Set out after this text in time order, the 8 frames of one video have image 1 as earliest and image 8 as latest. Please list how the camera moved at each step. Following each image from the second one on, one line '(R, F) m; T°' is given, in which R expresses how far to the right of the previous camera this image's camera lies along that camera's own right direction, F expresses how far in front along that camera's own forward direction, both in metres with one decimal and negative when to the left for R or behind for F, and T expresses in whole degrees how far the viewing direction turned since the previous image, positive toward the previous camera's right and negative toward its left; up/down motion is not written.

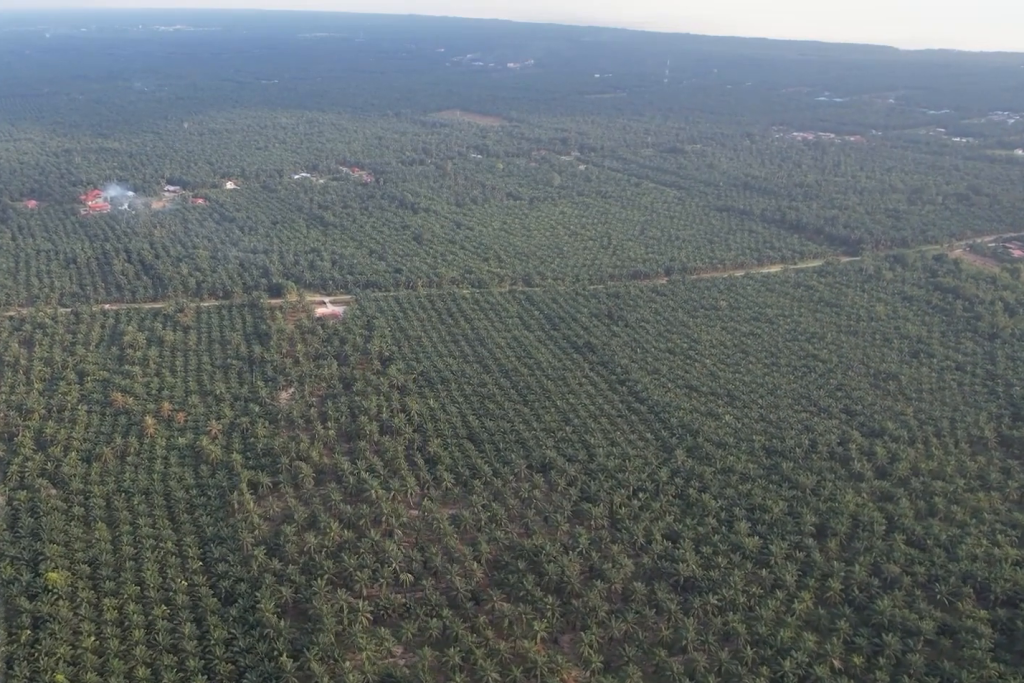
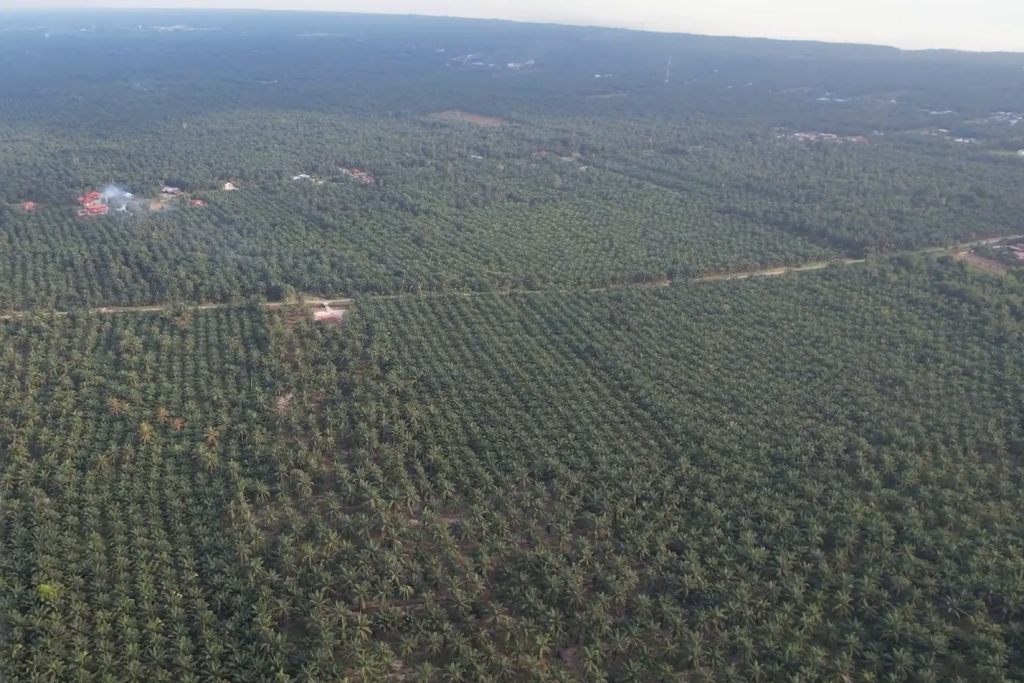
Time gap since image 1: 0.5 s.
(0.0, +7.7) m; 0°
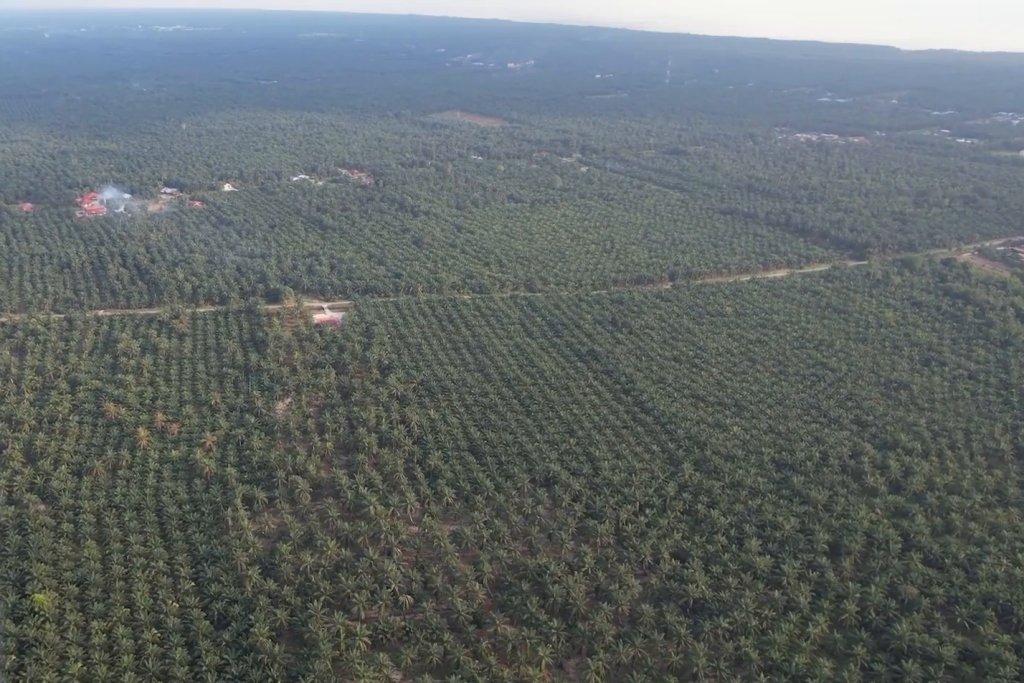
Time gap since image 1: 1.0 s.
(0.0, +5.9) m; 0°
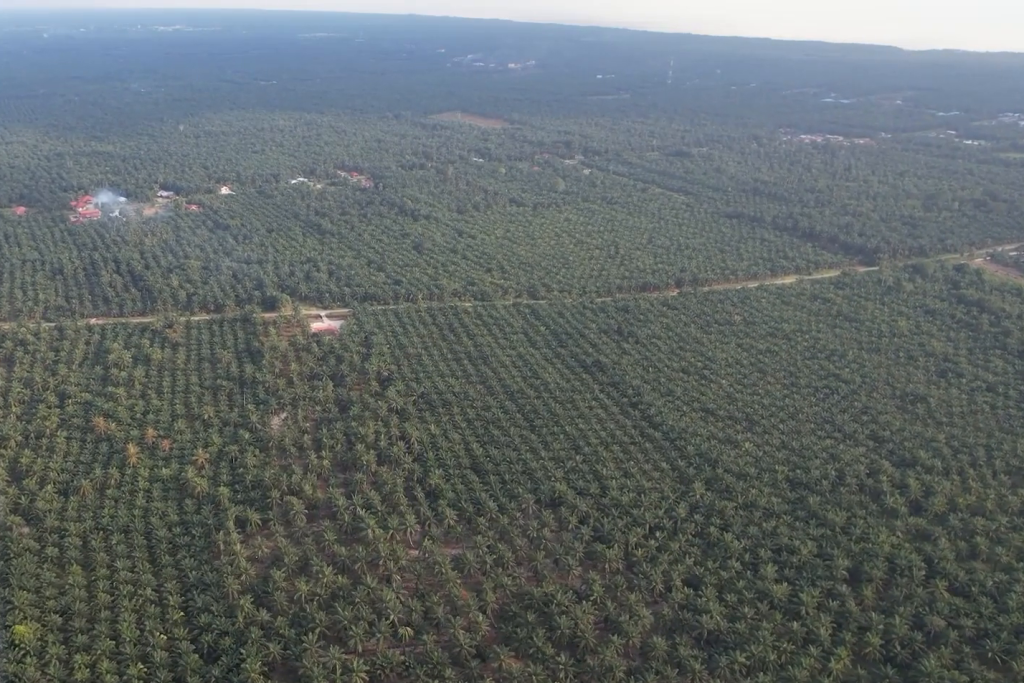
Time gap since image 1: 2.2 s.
(0.0, +17.8) m; 0°
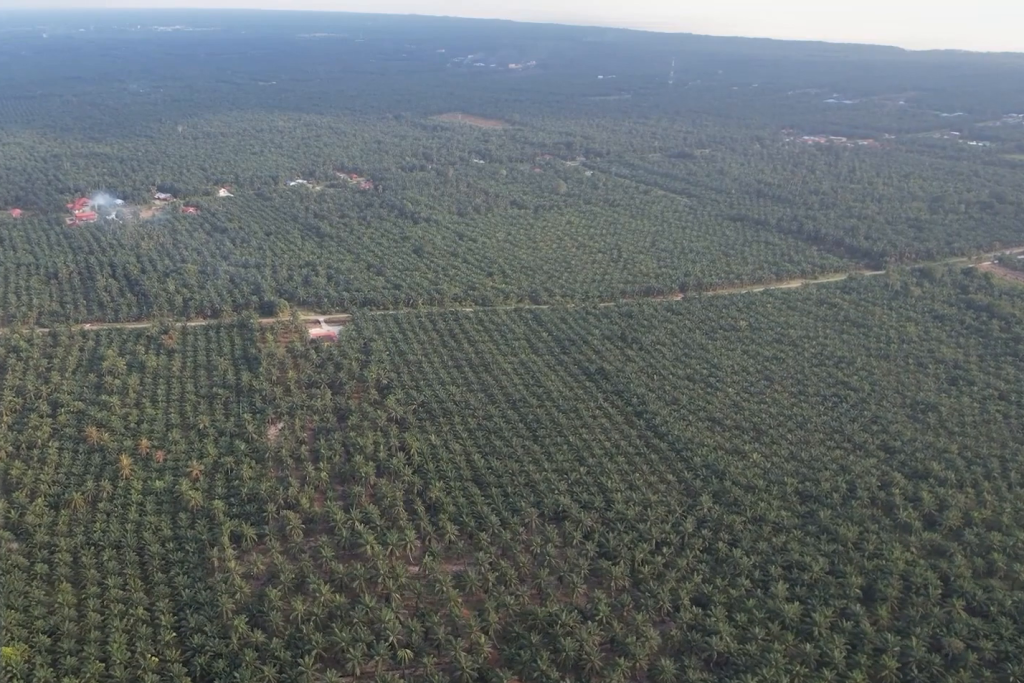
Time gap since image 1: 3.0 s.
(0.0, +11.3) m; 0°
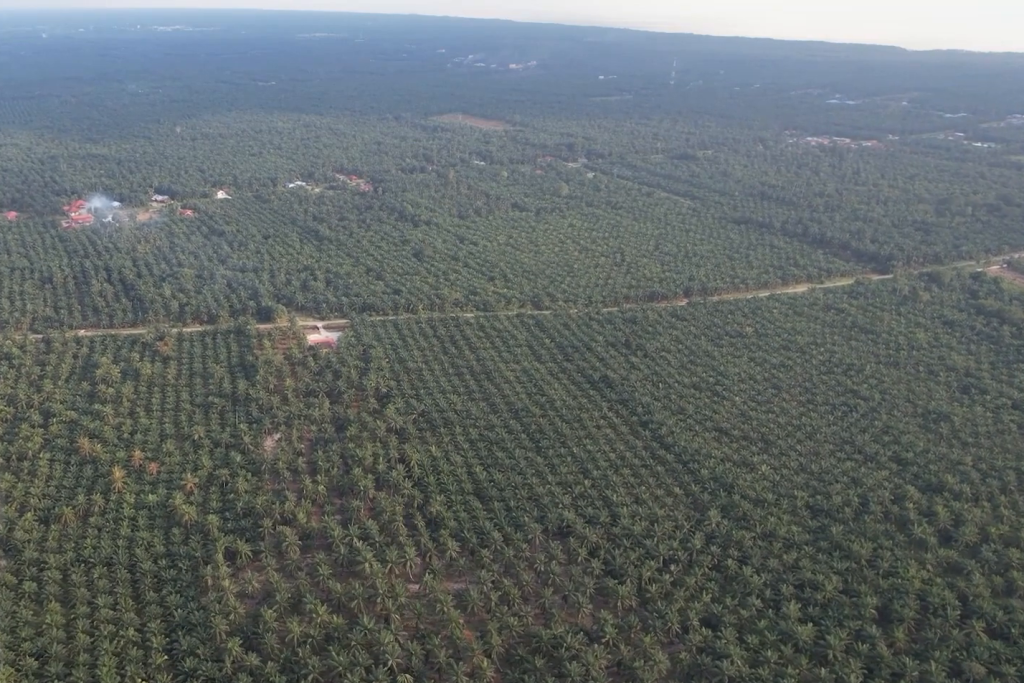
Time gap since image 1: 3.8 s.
(0.0, +11.9) m; 0°
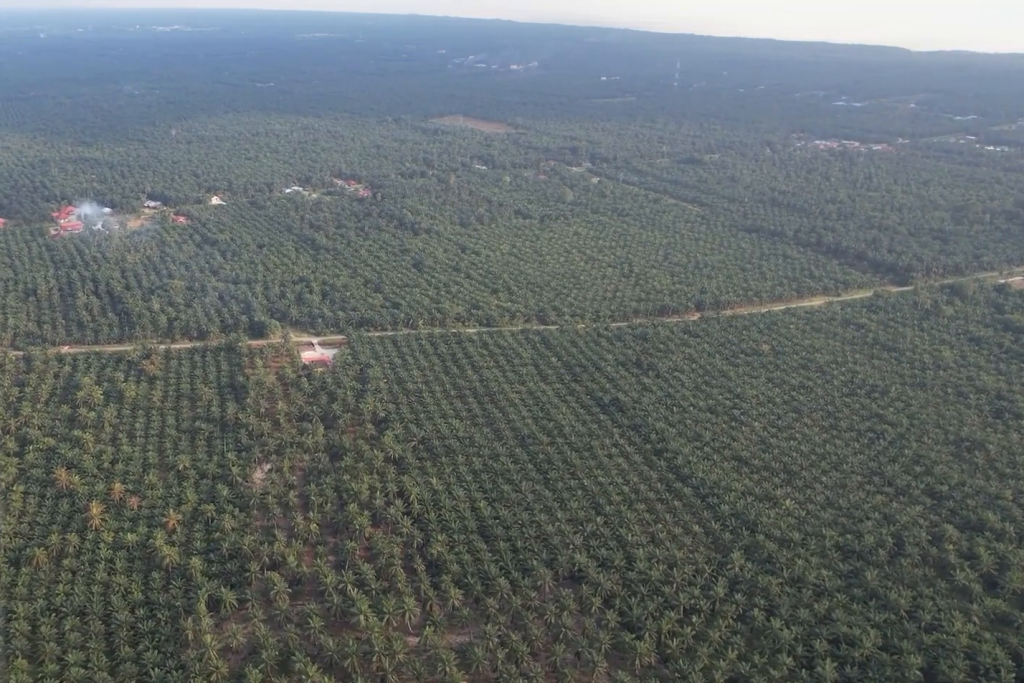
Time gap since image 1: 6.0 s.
(0.0, +31.2) m; 0°
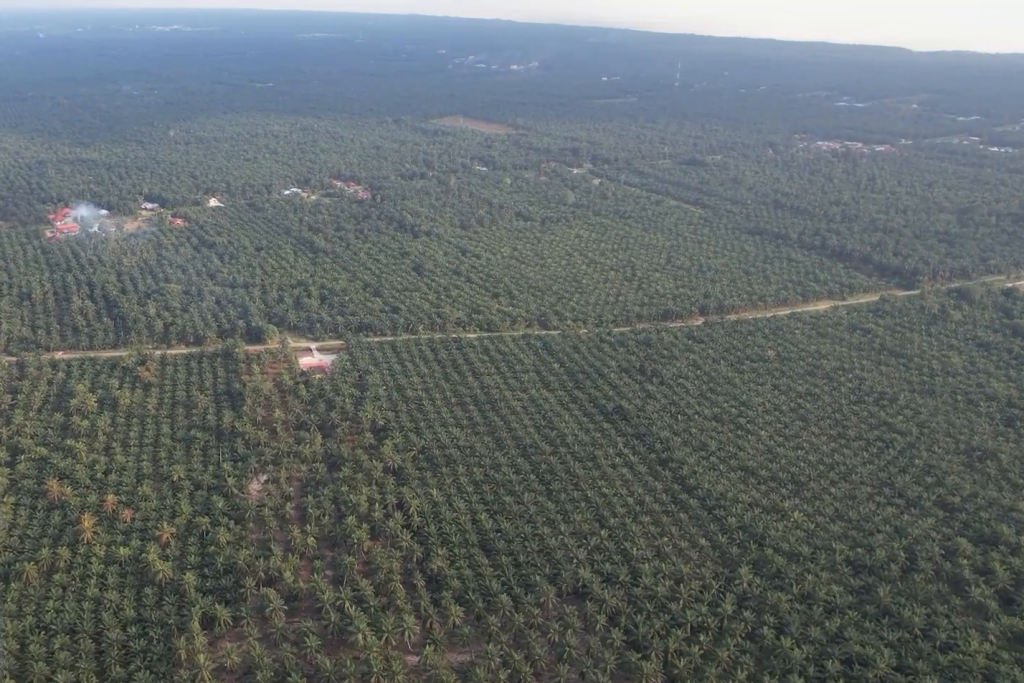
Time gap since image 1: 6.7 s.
(0.0, +10.2) m; 0°
